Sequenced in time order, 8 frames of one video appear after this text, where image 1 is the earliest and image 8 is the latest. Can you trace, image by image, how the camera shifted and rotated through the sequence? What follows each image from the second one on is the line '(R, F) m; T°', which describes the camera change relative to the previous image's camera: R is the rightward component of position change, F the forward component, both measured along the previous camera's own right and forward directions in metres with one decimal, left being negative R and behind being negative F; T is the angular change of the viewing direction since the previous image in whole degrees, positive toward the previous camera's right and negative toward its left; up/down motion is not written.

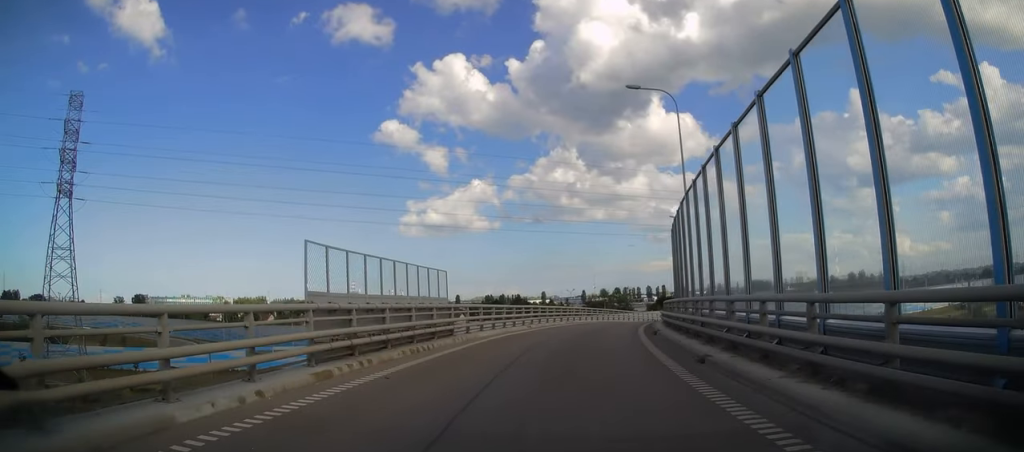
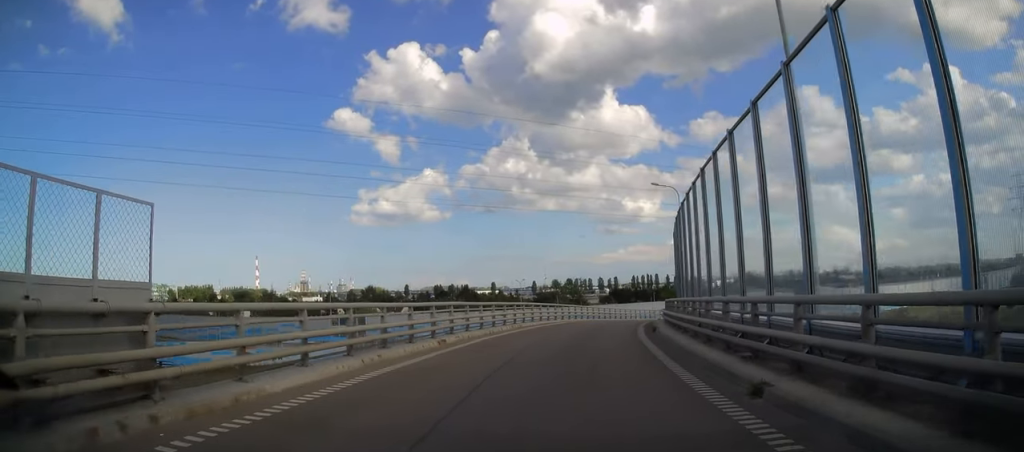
(+0.6, +13.9) m; +5°
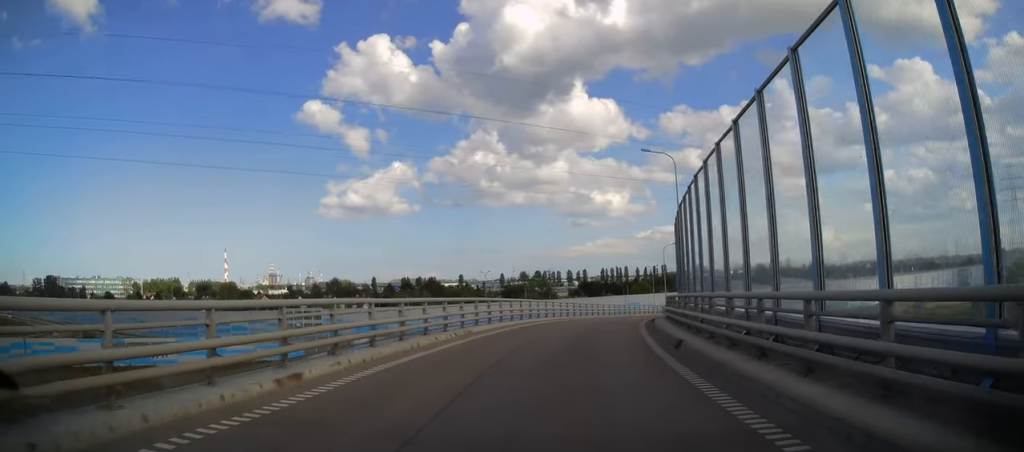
(+0.3, +8.6) m; +3°
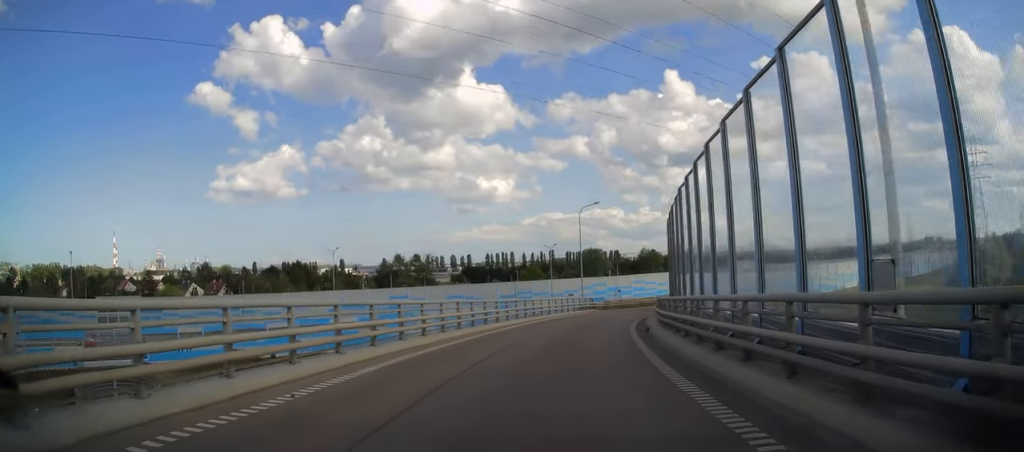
(+2.1, +28.4) m; +11°
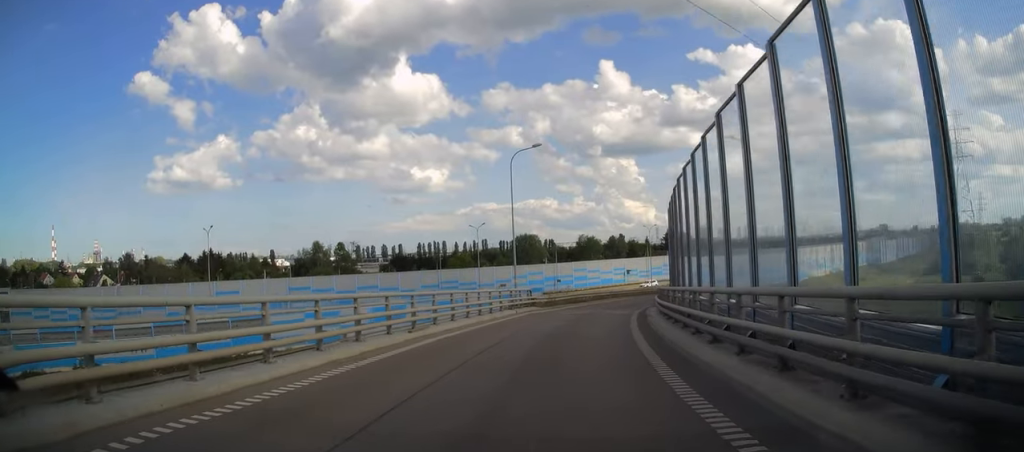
(+1.5, +18.4) m; +7°
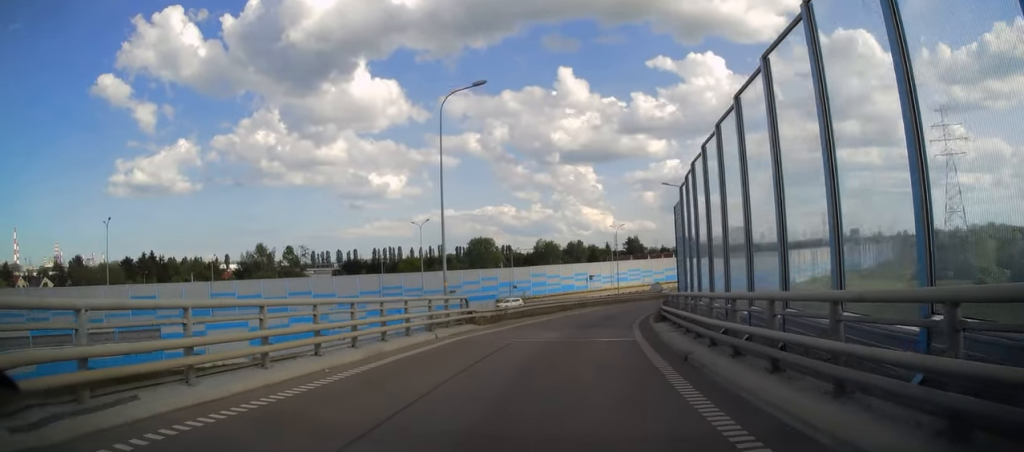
(+0.2, +11.8) m; +3°
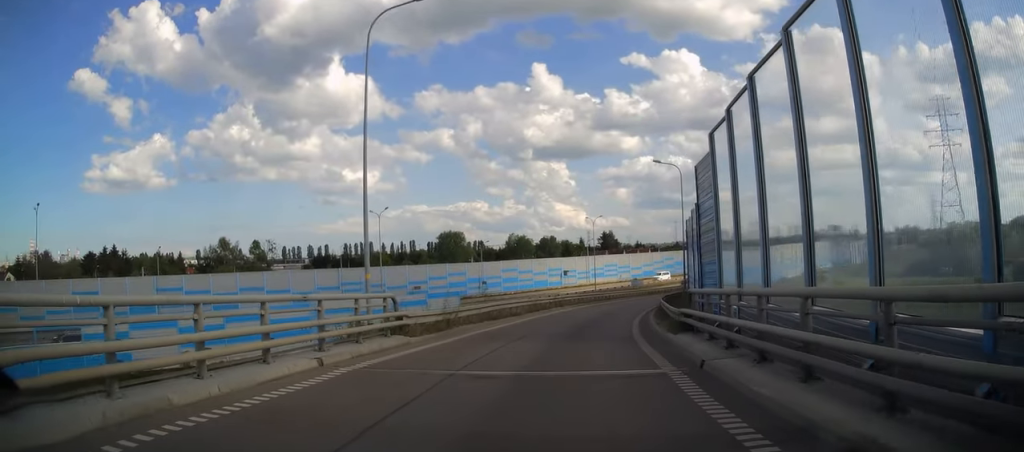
(+0.3, +7.1) m; +2°
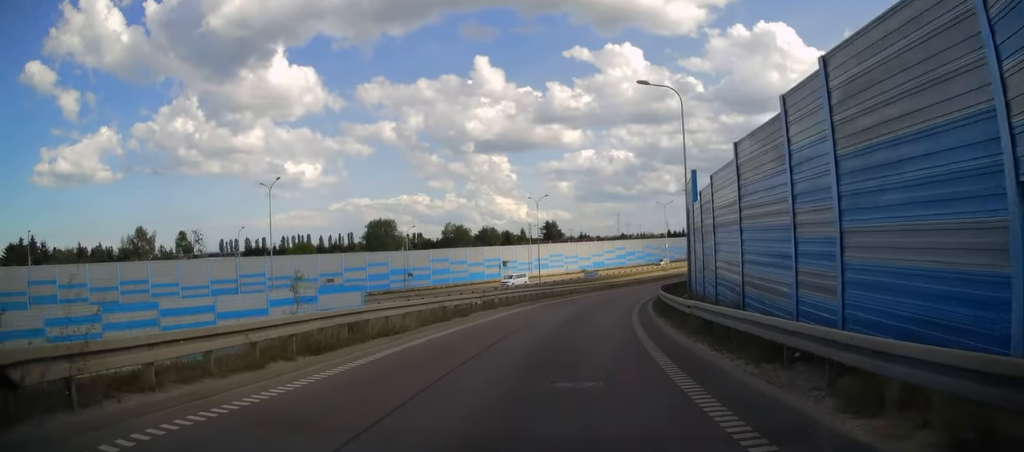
(+0.6, +14.7) m; +5°
